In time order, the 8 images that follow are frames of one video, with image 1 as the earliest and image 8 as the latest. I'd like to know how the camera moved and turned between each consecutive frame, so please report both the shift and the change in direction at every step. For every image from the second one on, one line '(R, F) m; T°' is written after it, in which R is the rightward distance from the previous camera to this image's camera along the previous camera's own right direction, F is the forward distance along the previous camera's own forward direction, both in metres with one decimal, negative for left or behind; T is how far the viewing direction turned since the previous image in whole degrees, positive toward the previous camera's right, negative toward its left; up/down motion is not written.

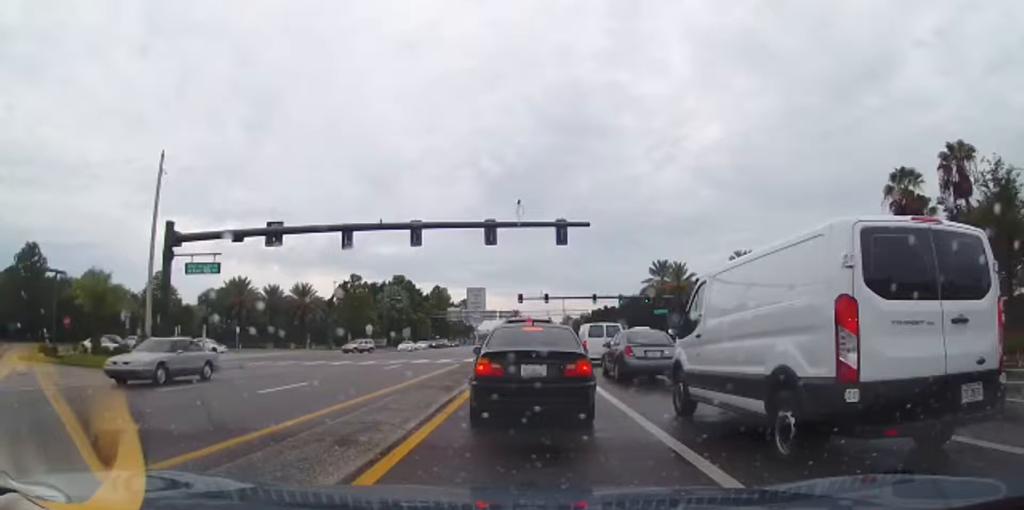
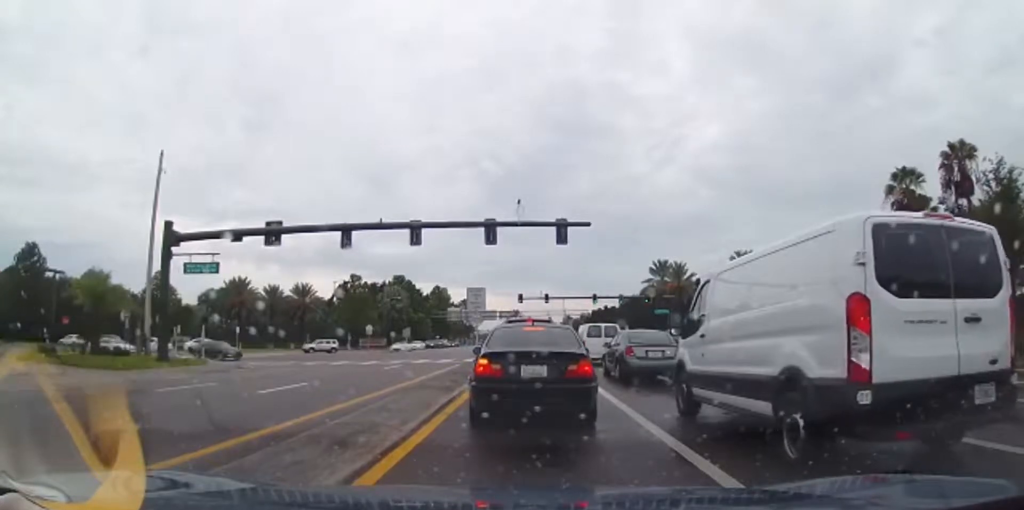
(0.0, +0.2) m; 0°
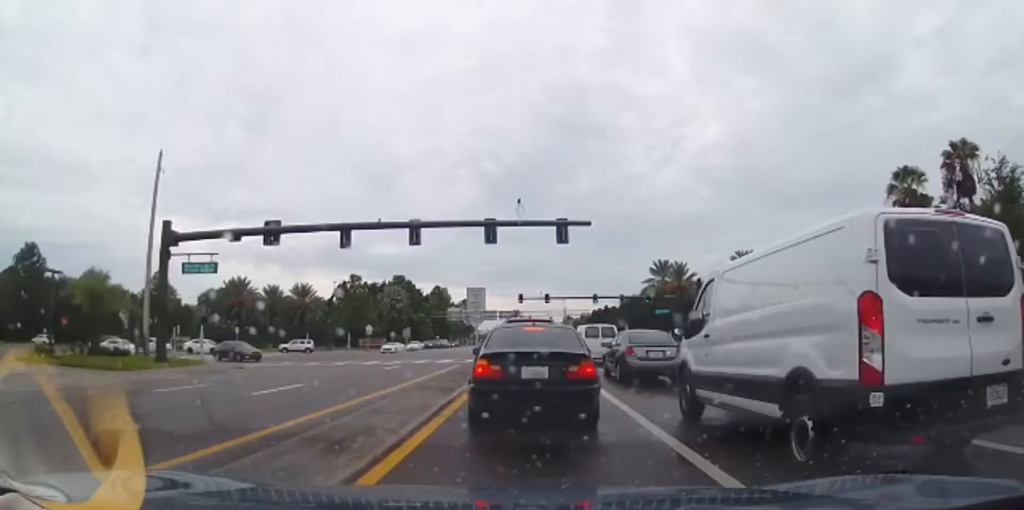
(0.0, 0.0) m; 0°
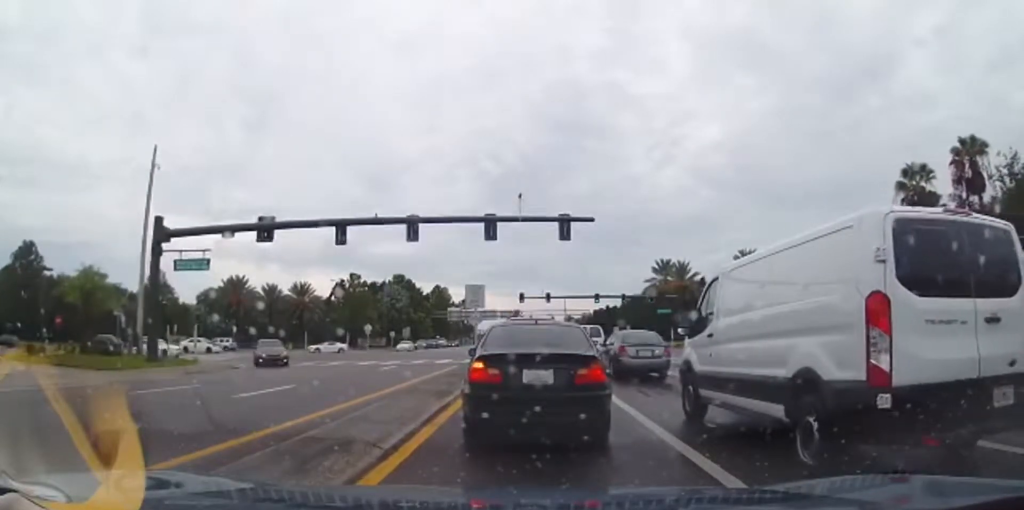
(0.0, +0.4) m; 0°
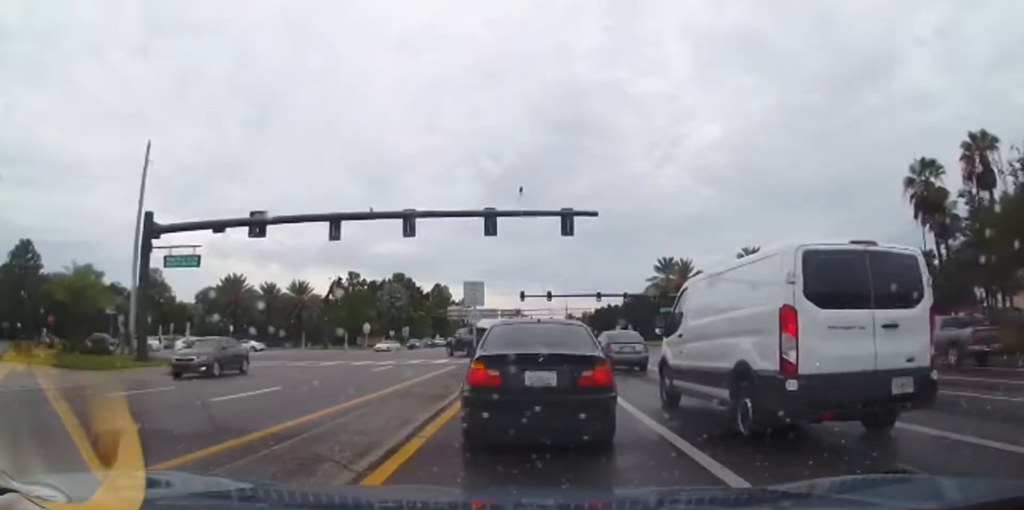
(0.0, +0.3) m; 0°
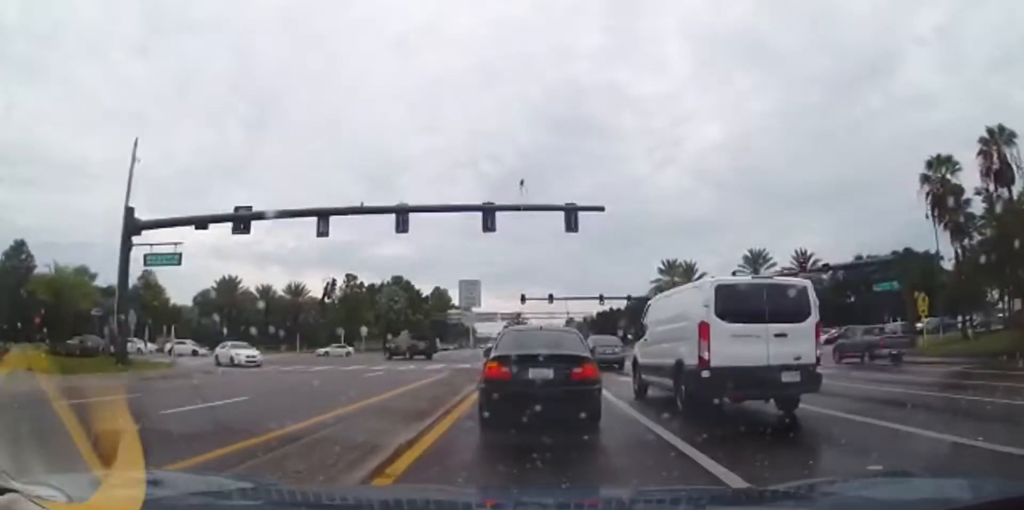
(0.0, +0.3) m; 0°
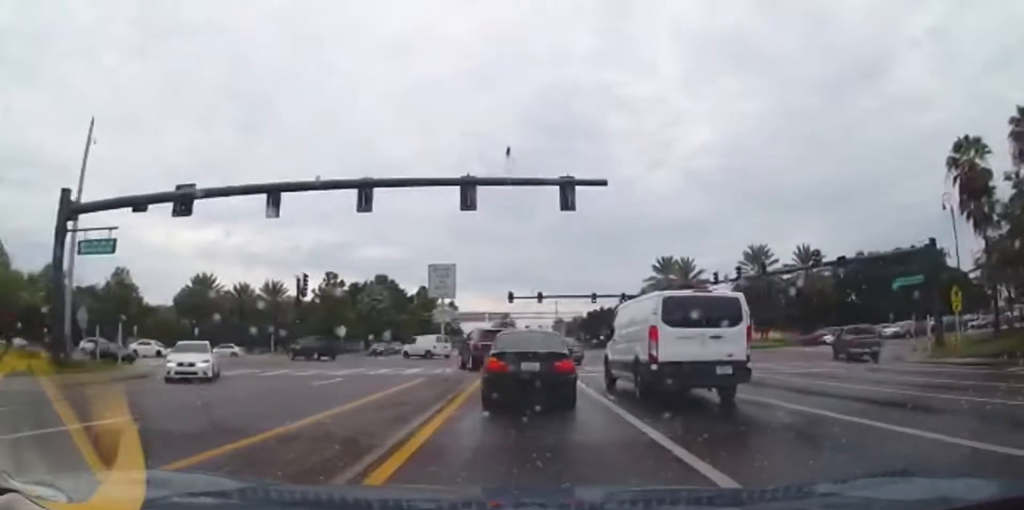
(0.0, +1.3) m; 0°
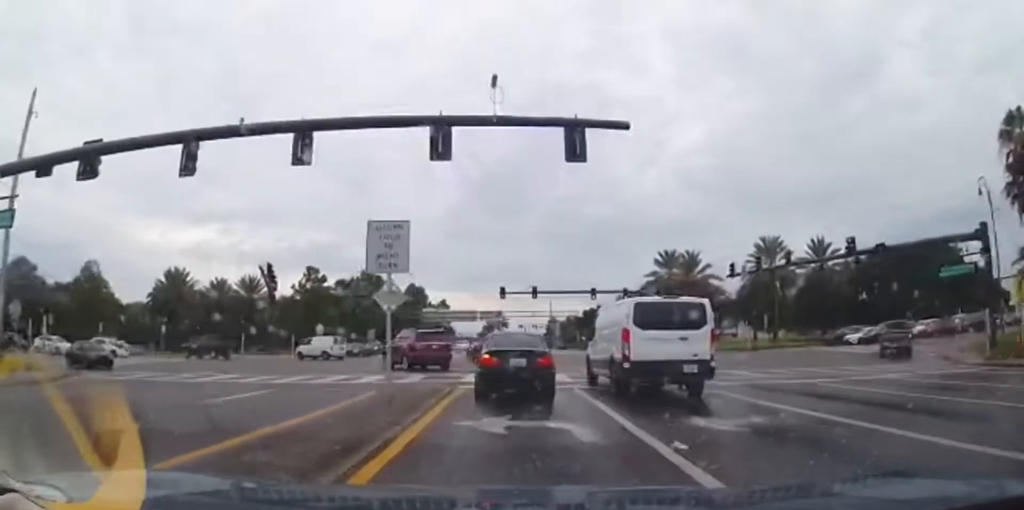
(0.0, +3.2) m; +1°
